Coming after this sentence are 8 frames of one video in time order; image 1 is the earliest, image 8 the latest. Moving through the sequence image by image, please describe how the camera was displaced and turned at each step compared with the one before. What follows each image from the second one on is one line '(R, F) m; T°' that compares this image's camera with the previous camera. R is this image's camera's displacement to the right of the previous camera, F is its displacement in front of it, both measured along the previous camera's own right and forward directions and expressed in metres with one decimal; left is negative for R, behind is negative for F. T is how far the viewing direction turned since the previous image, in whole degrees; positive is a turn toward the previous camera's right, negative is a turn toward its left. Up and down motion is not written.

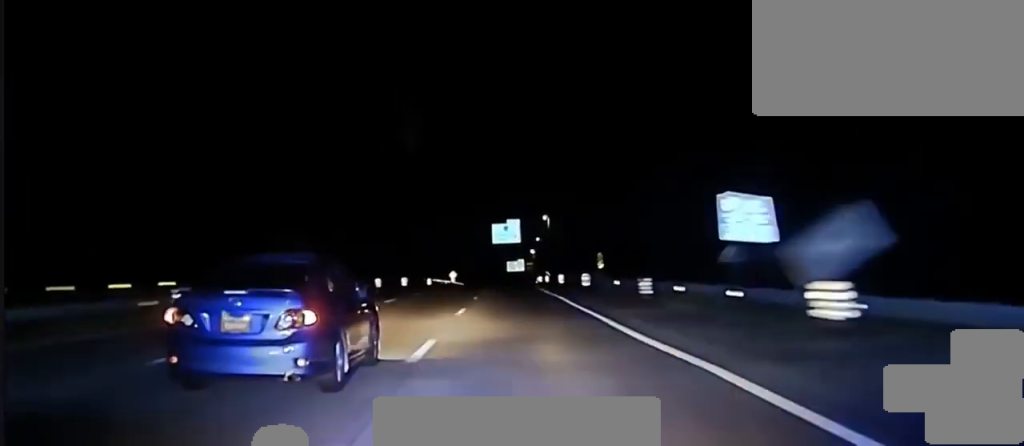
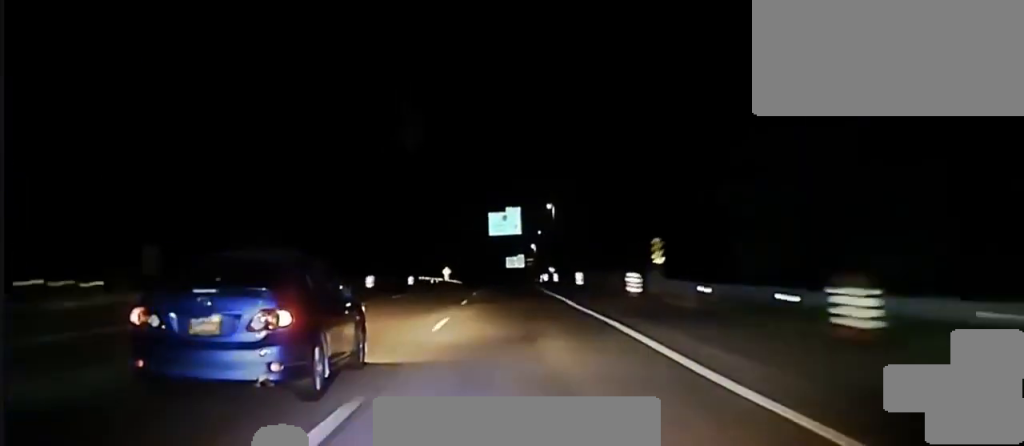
(+0.1, +21.9) m; 0°
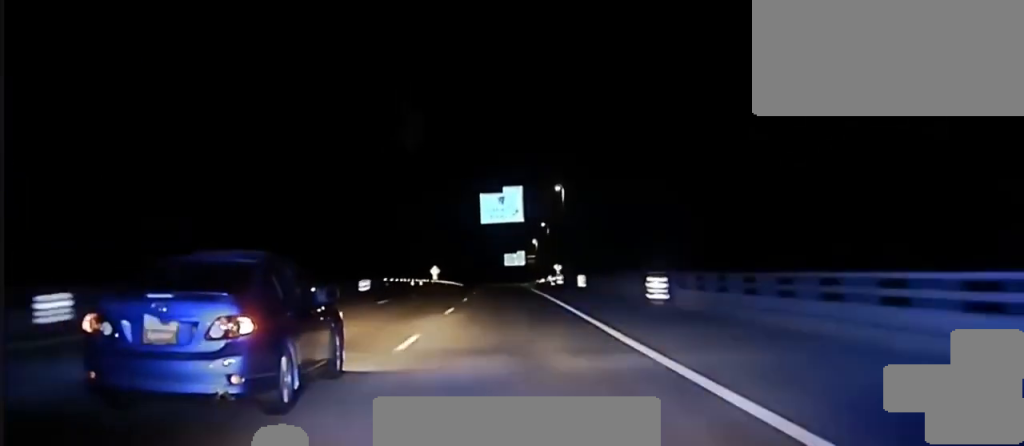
(+0.1, +30.2) m; 0°
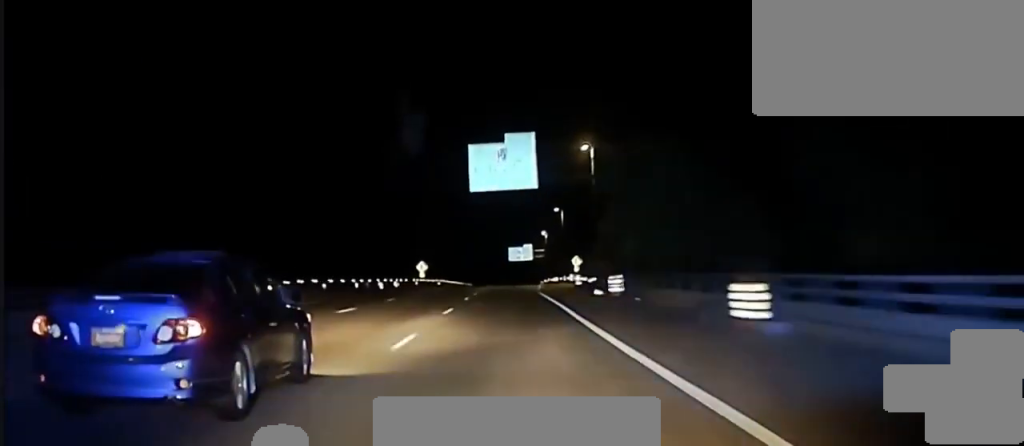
(0.0, +36.2) m; 0°
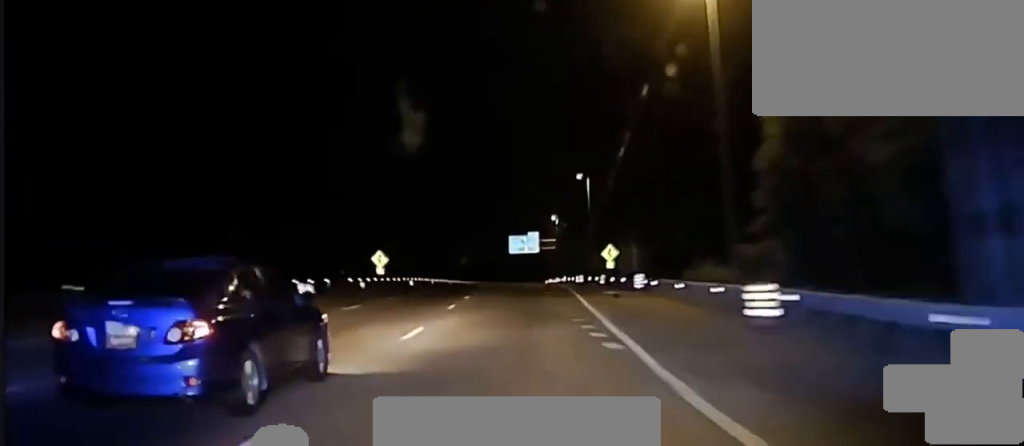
(0.0, +48.1) m; 0°
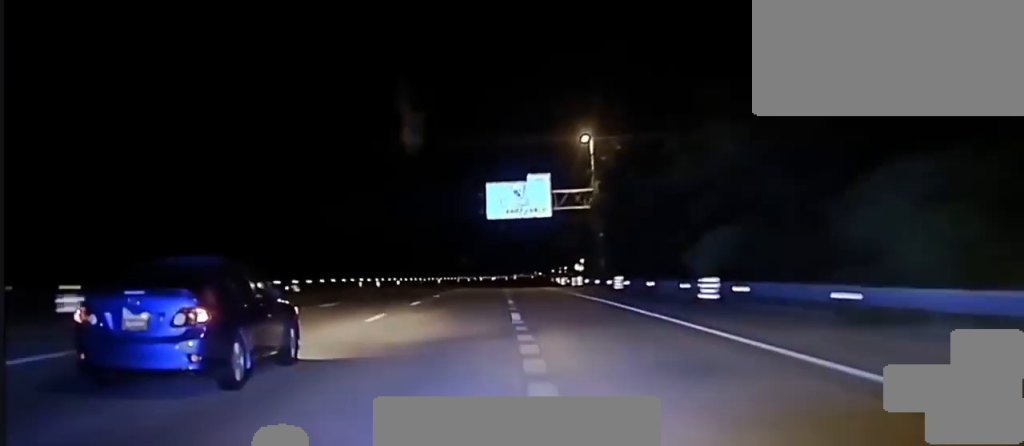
(0.0, +94.4) m; 0°
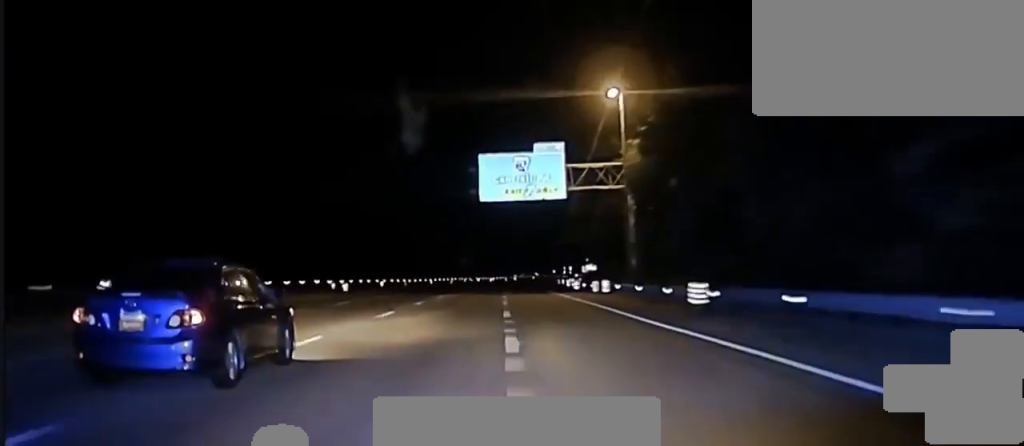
(0.0, +20.7) m; 0°
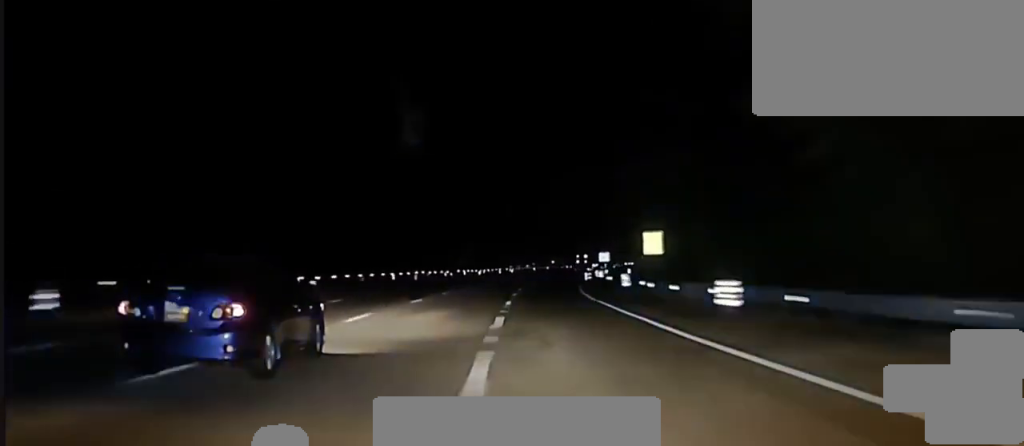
(+0.4, +53.7) m; +1°
